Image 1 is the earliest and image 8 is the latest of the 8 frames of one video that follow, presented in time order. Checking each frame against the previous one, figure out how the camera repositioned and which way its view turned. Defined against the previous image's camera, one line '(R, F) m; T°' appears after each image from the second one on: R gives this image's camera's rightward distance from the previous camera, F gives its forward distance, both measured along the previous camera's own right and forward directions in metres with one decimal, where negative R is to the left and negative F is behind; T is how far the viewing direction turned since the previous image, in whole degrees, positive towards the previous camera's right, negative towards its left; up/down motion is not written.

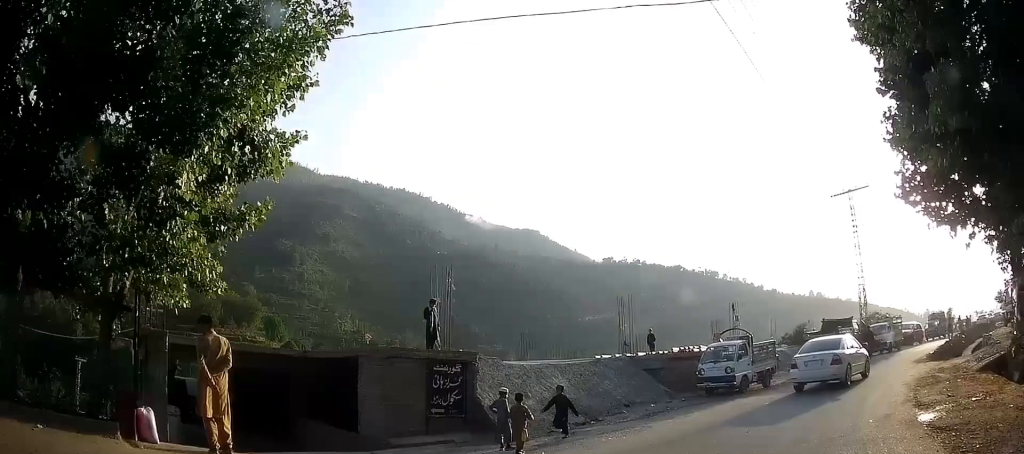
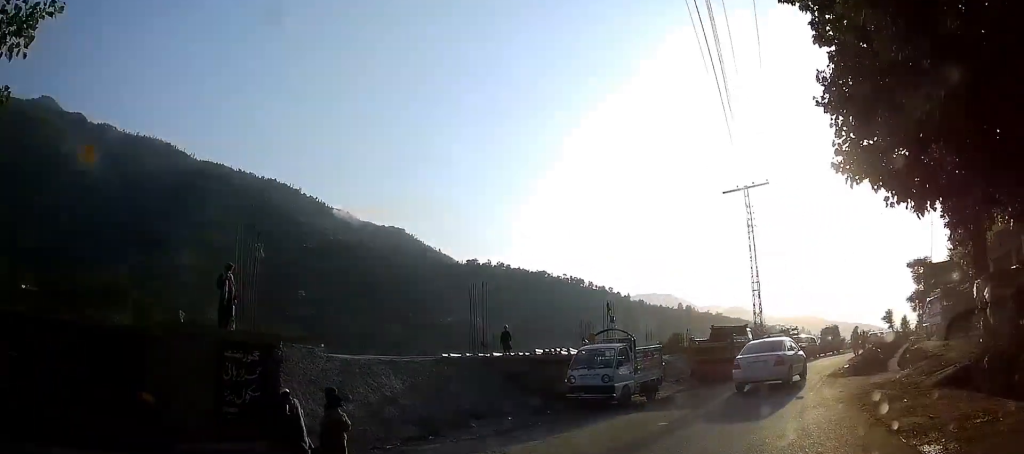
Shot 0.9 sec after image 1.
(+0.6, +3.7) m; +13°
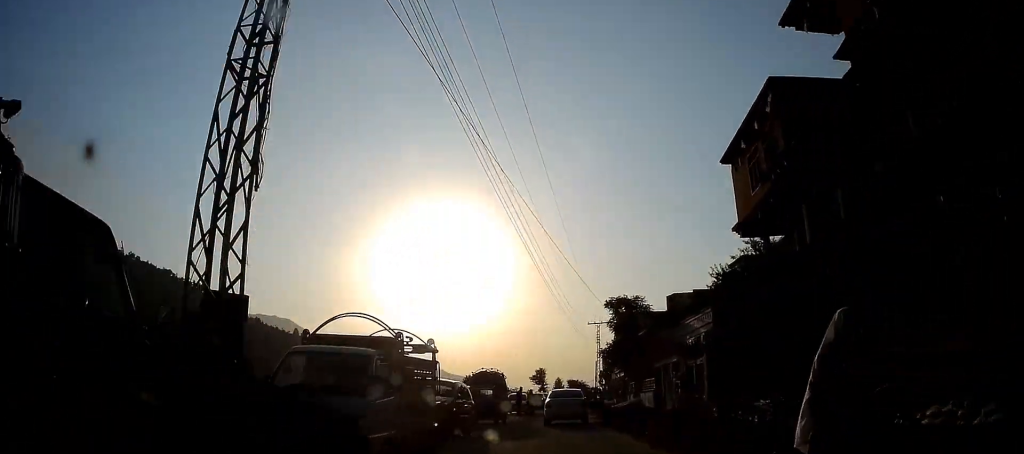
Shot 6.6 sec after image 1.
(+11.9, +20.2) m; +45°
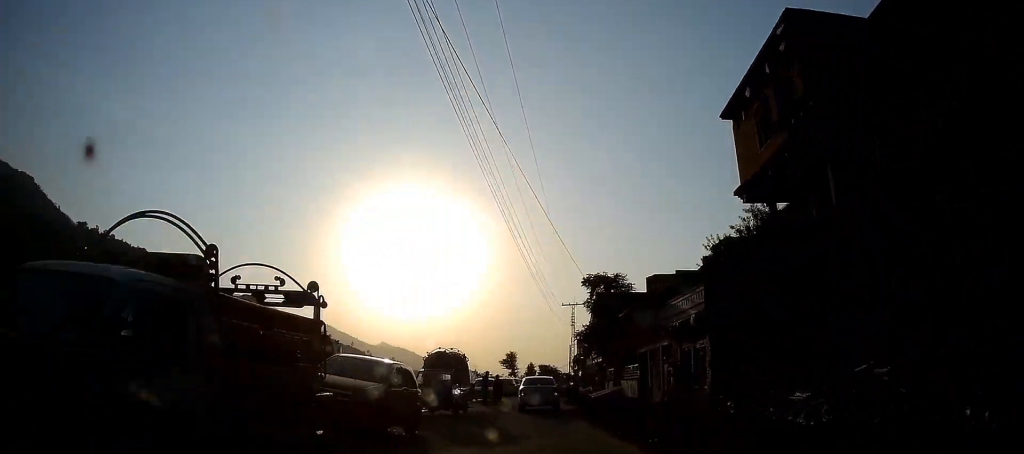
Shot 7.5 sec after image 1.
(+0.1, +4.3) m; +1°
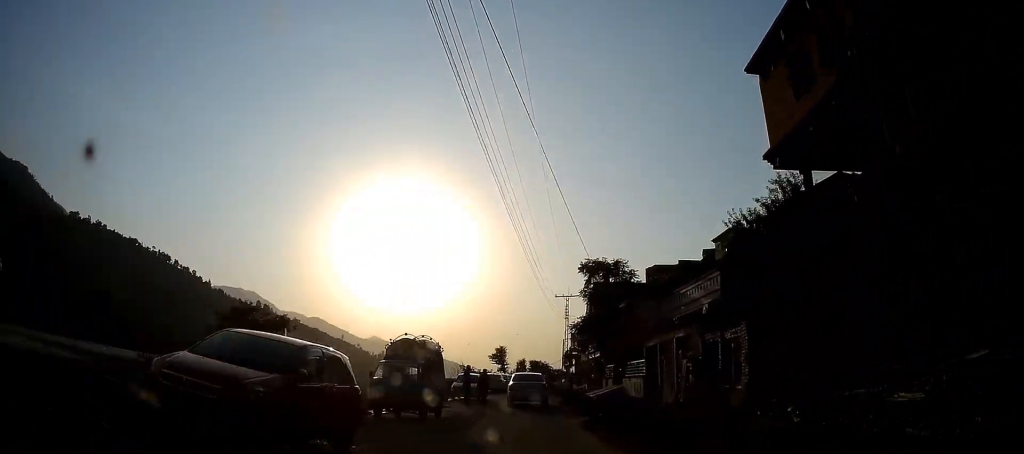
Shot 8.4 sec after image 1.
(0.0, +4.0) m; +1°
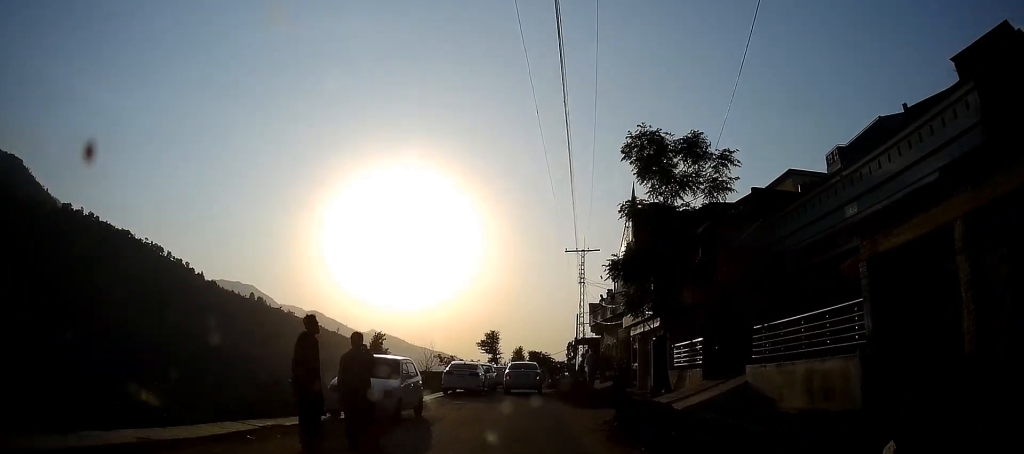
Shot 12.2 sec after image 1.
(+0.4, +18.3) m; +1°
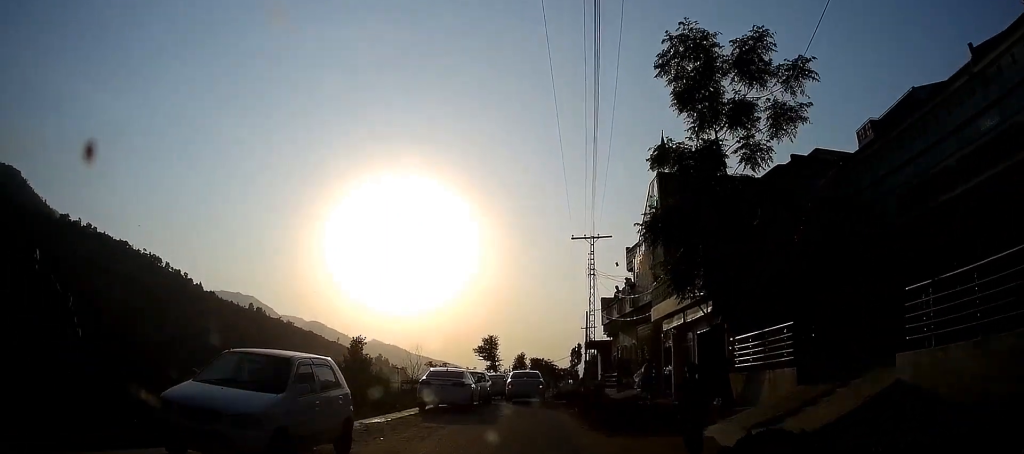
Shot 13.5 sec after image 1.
(0.0, +6.2) m; -1°
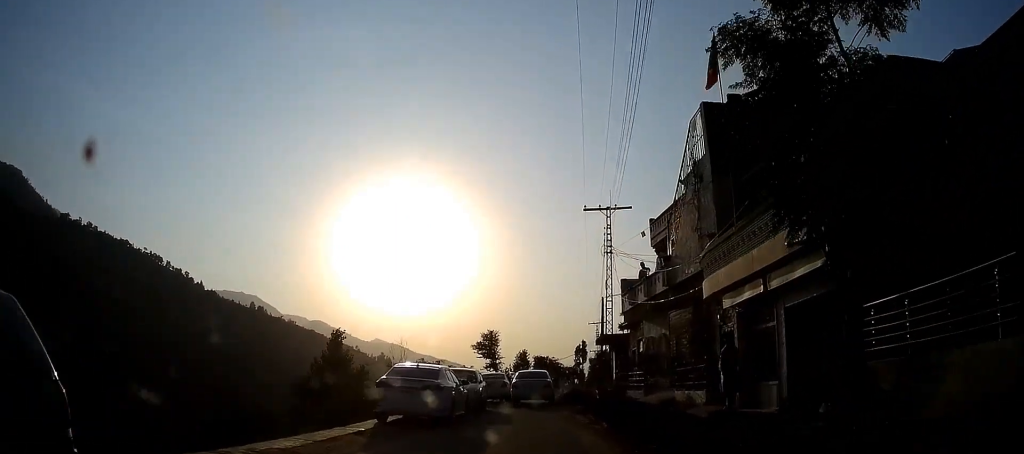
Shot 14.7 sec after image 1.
(0.0, +5.9) m; -1°
